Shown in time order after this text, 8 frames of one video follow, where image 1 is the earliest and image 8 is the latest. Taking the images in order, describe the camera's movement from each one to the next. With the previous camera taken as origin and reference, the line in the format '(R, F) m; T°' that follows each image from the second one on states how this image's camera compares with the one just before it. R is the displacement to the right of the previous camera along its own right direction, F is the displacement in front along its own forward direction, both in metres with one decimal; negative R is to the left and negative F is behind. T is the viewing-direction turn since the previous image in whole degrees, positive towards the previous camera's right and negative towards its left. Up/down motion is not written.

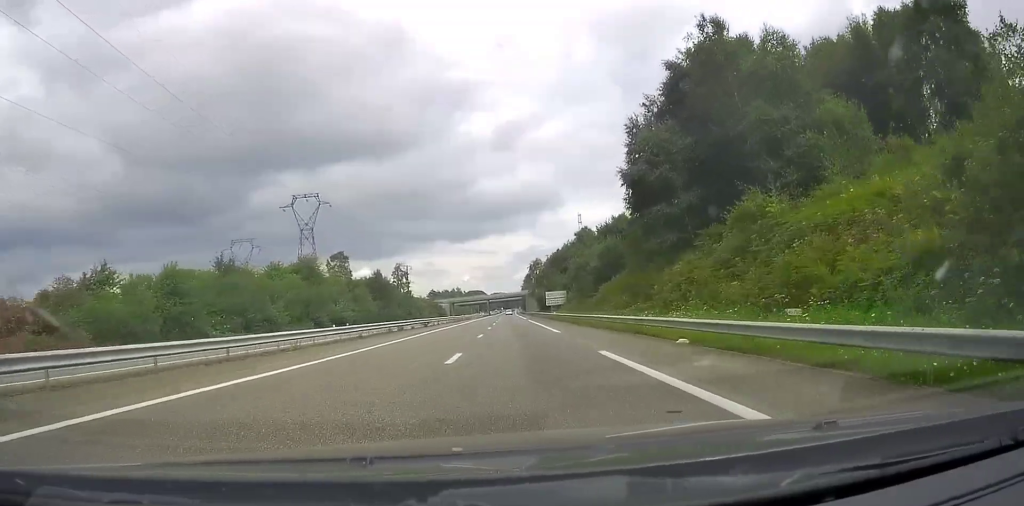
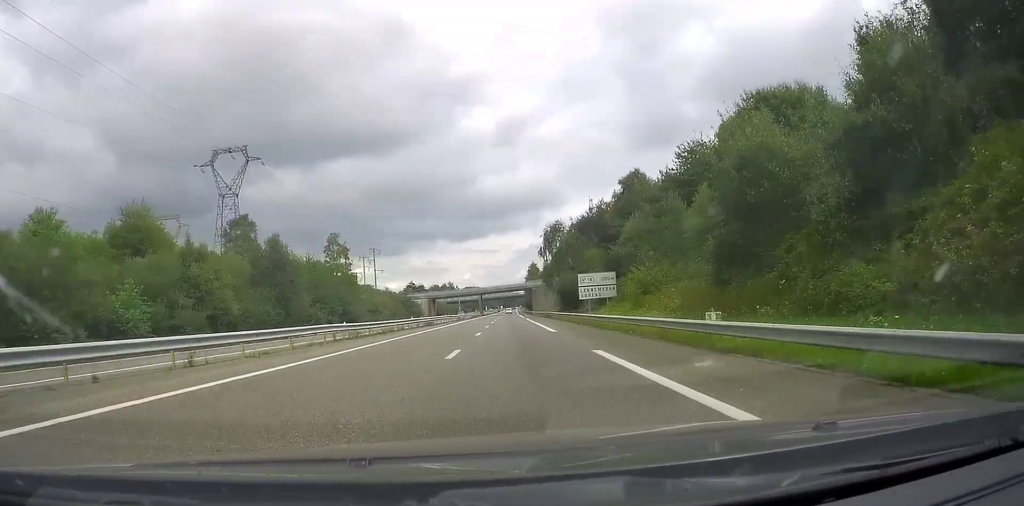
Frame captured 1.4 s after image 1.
(-0.6, +51.8) m; -1°
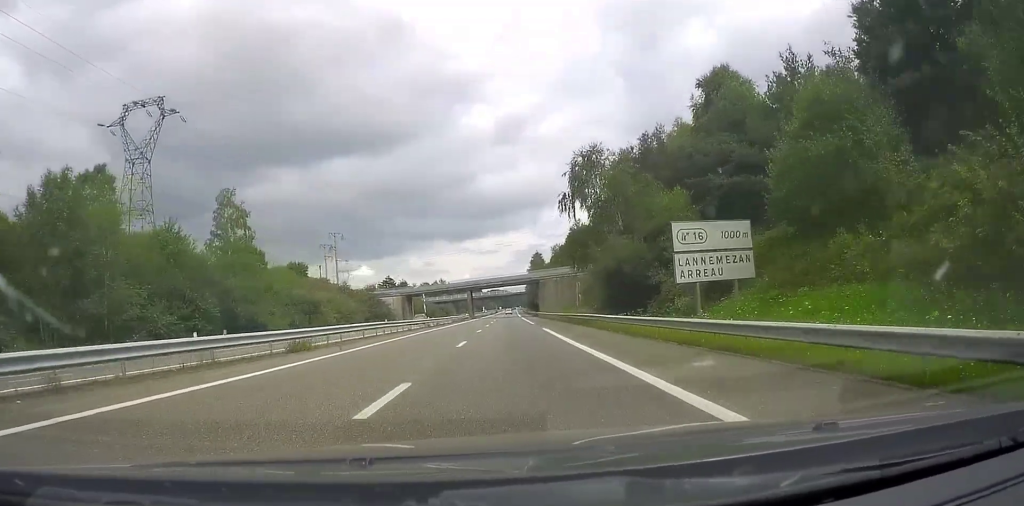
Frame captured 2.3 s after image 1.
(0.0, +34.5) m; 0°
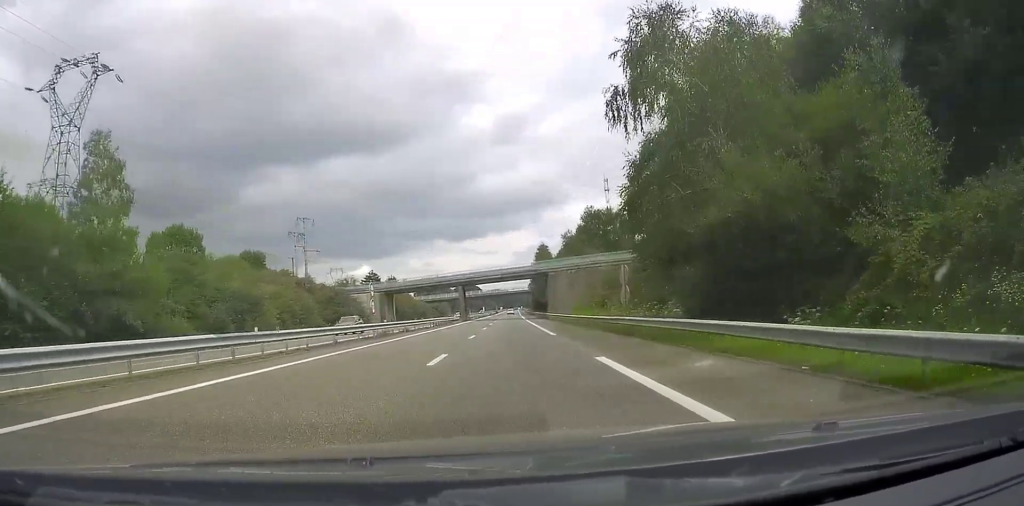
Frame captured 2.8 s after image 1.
(0.0, +20.1) m; 0°
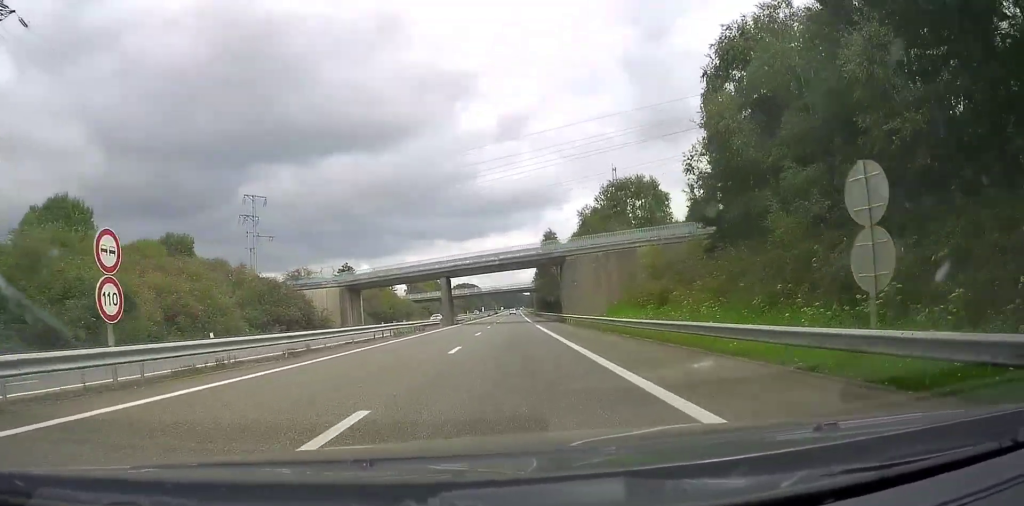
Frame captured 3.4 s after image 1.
(0.0, +21.9) m; 0°
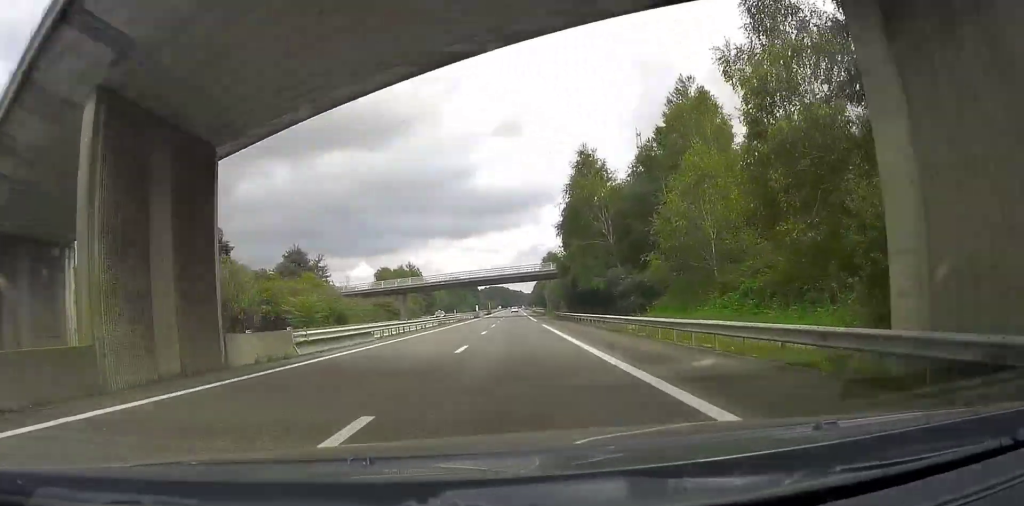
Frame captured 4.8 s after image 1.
(+0.6, +53.4) m; +1°
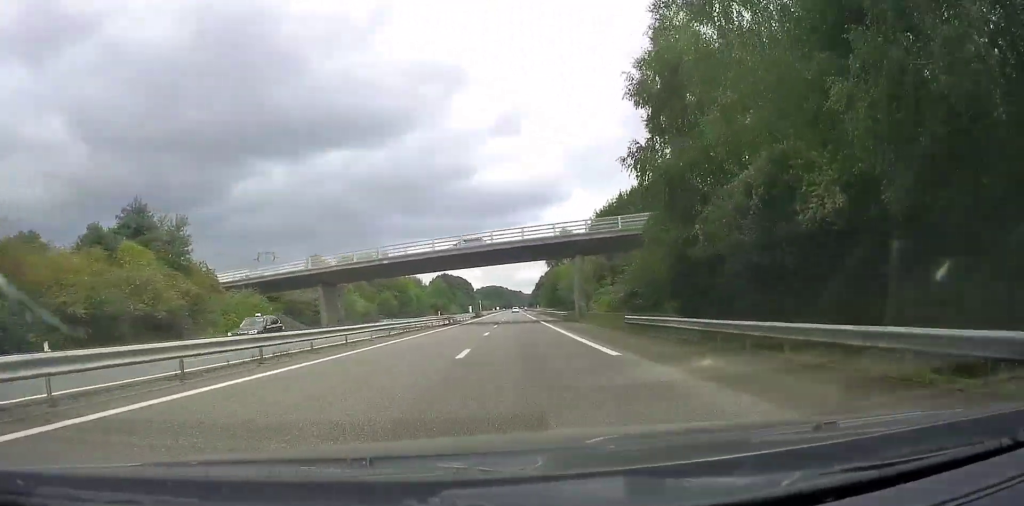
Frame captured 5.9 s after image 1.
(0.0, +41.6) m; 0°
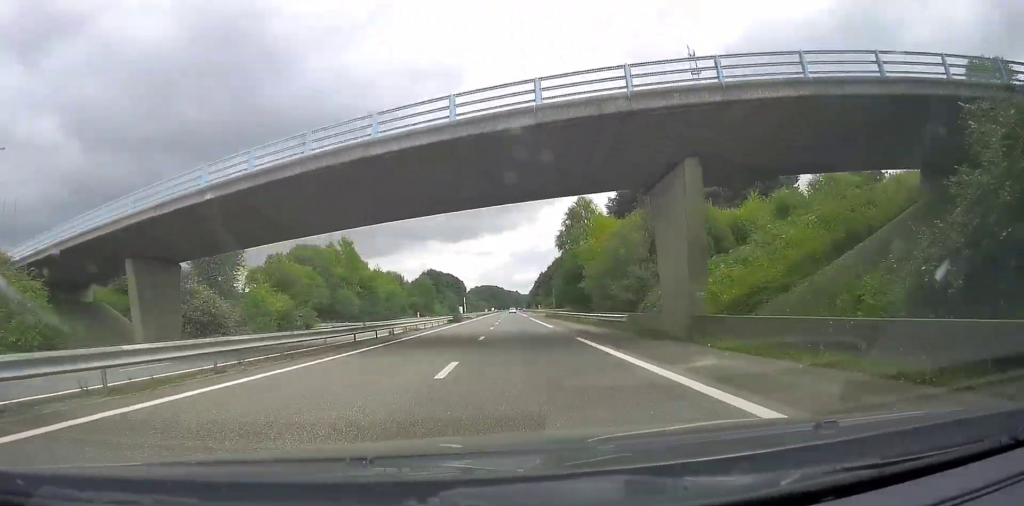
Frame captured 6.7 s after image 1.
(0.0, +30.3) m; 0°
